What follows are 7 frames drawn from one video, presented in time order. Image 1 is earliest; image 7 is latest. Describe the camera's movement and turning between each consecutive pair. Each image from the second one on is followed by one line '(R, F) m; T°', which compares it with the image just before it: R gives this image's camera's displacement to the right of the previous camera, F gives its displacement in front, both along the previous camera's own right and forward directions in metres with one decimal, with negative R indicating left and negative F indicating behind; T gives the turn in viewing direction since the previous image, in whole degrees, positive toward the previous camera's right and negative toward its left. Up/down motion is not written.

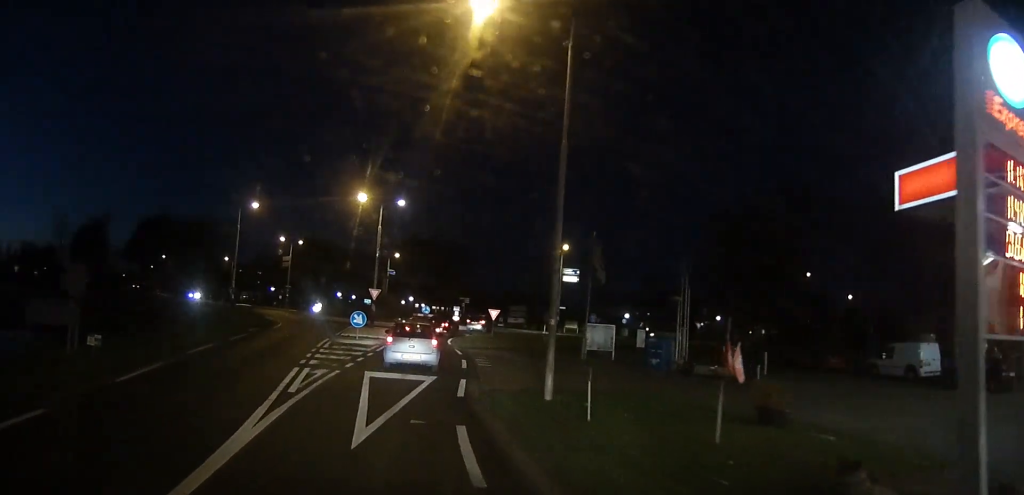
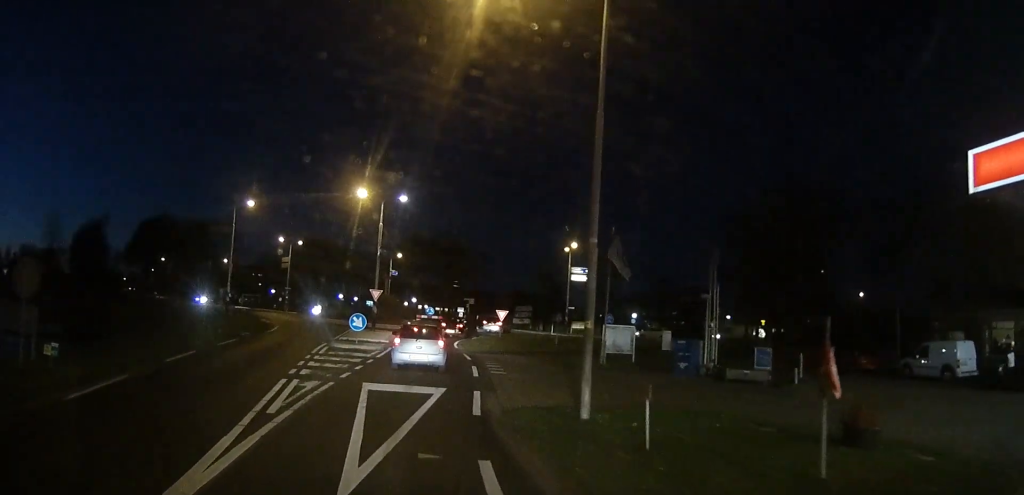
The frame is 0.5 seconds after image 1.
(0.0, +2.1) m; 0°
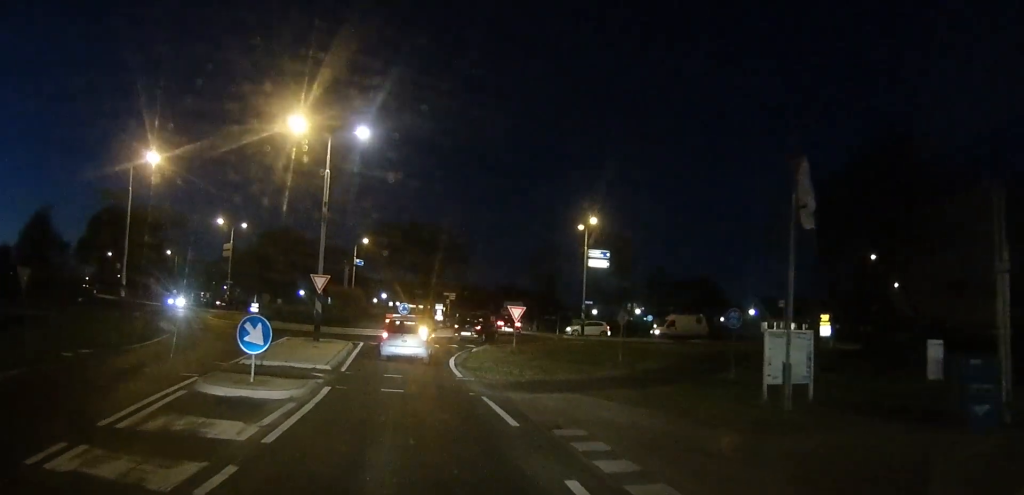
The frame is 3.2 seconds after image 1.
(+0.2, +12.7) m; +1°
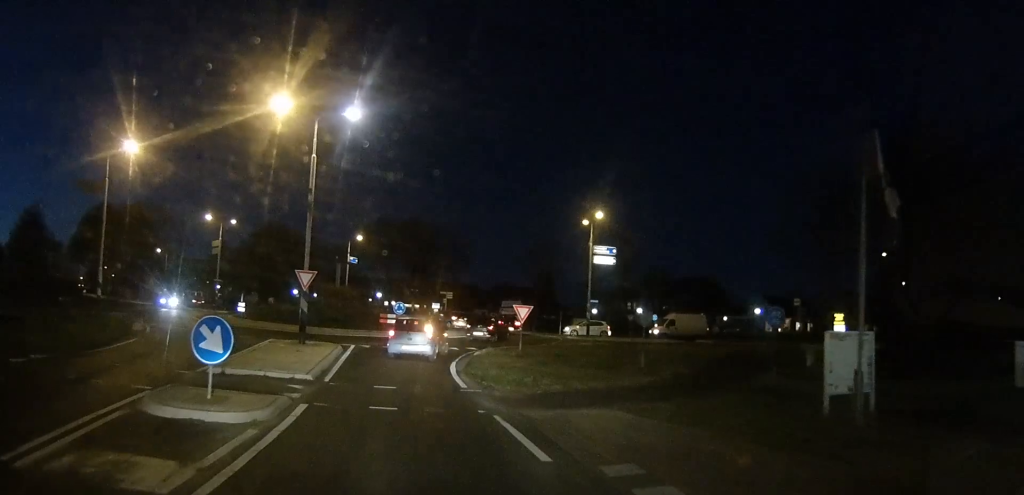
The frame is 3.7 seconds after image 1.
(0.0, +2.1) m; 0°
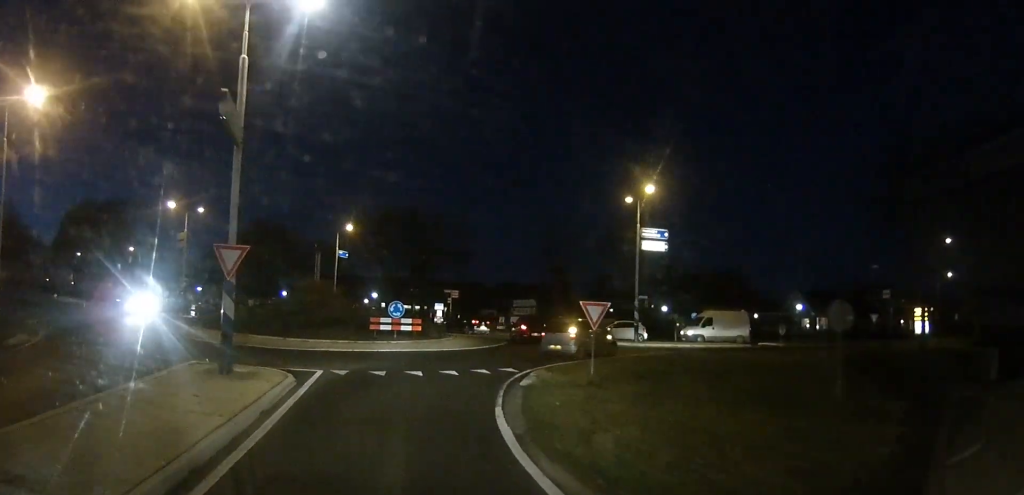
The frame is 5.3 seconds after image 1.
(0.0, +8.5) m; +1°
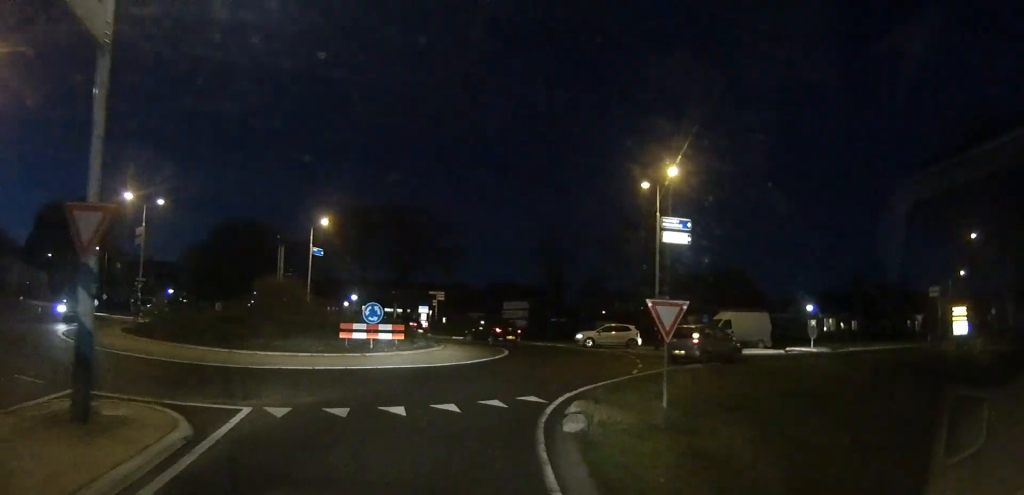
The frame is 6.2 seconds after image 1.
(+0.1, +4.6) m; +6°
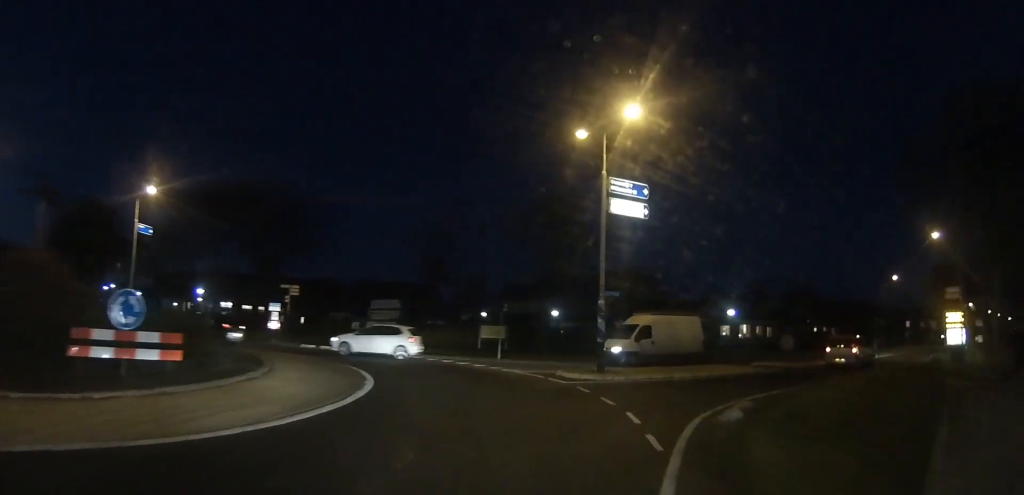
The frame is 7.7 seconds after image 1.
(+1.0, +8.6) m; +9°
